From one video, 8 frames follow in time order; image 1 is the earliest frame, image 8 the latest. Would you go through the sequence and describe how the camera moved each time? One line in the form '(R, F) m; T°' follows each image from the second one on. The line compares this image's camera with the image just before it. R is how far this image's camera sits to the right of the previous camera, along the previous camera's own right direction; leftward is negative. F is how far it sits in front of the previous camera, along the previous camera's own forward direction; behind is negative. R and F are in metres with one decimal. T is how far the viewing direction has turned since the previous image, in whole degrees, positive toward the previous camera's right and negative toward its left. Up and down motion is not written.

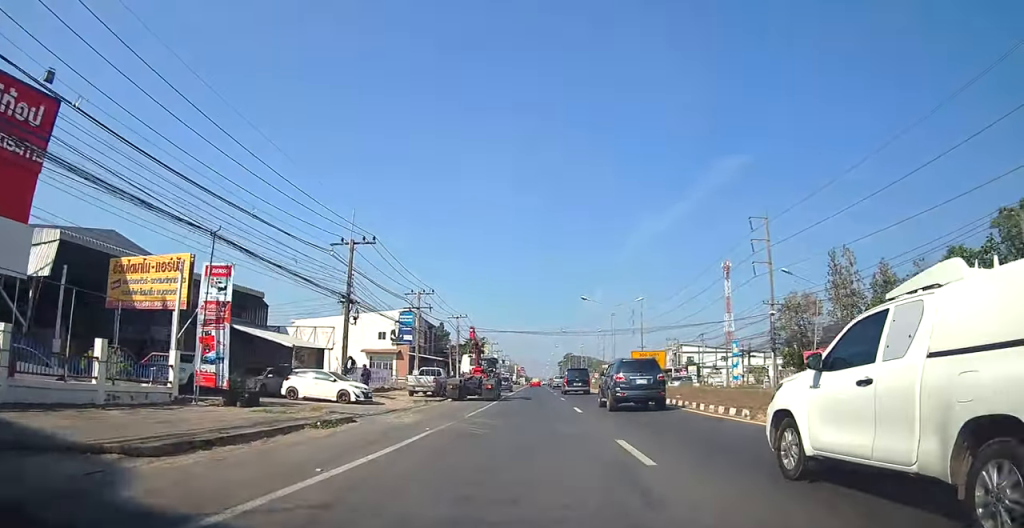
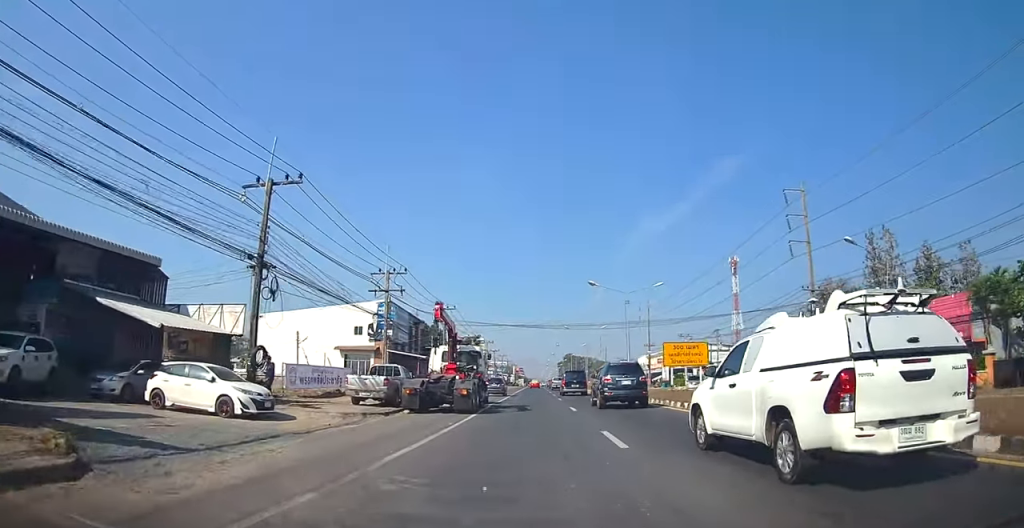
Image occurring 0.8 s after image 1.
(+0.1, +10.1) m; 0°
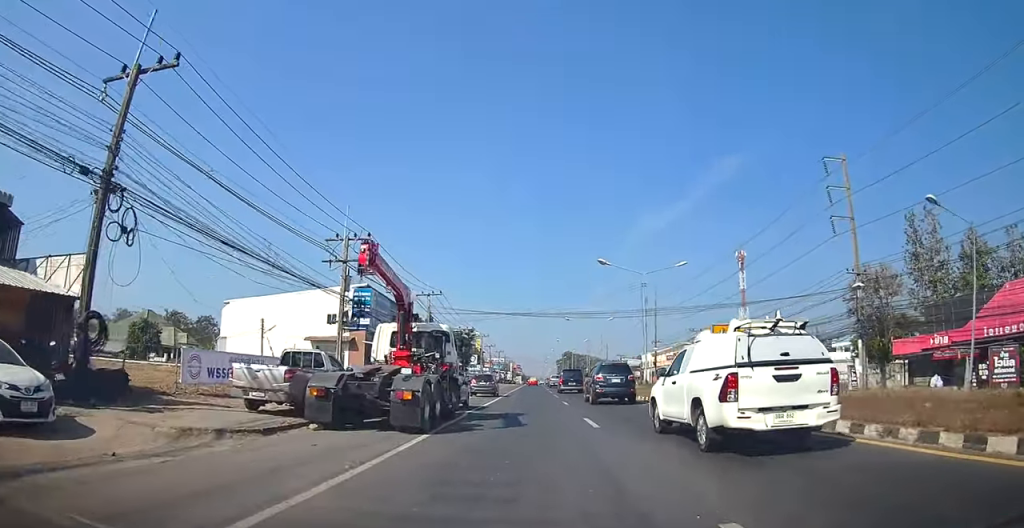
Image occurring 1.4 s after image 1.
(0.0, +8.5) m; 0°
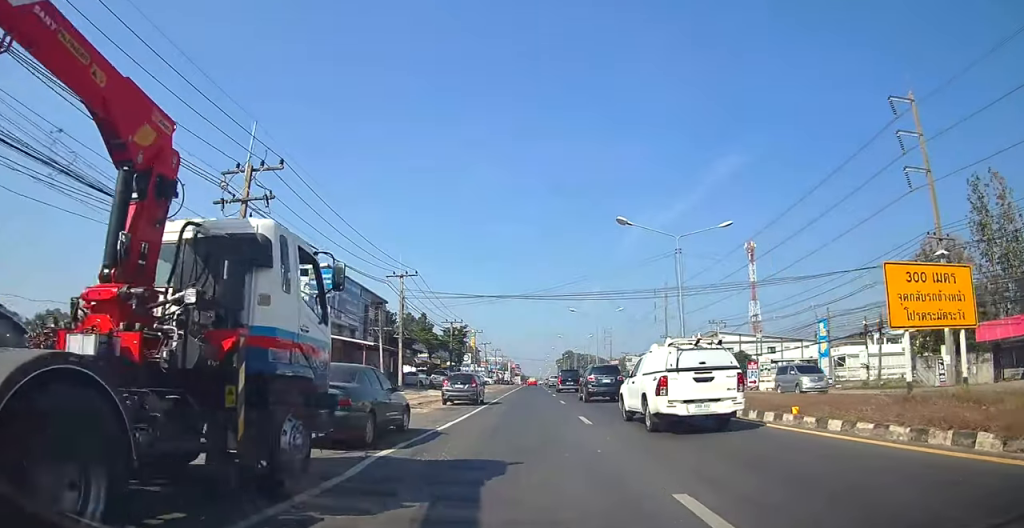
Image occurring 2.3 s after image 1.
(0.0, +11.1) m; 0°
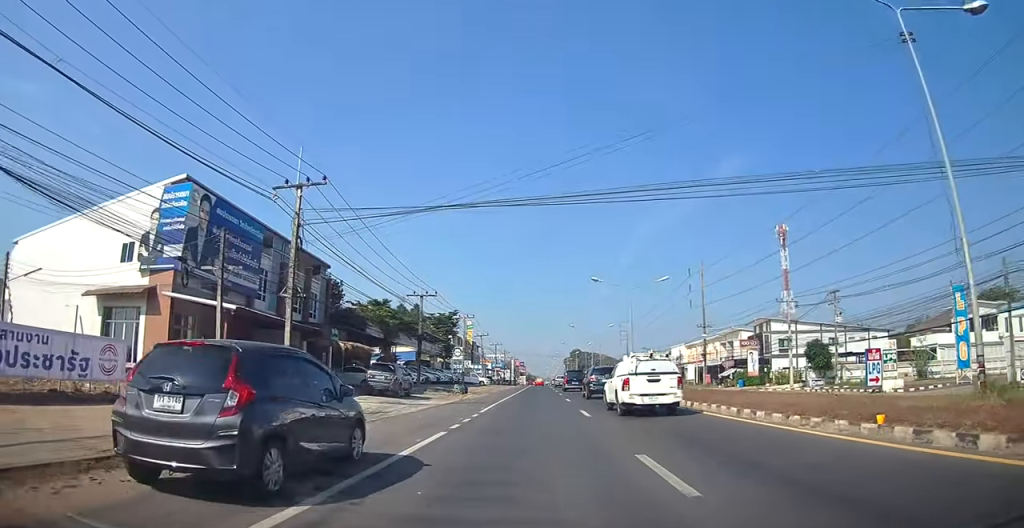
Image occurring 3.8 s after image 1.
(-0.1, +21.1) m; 0°
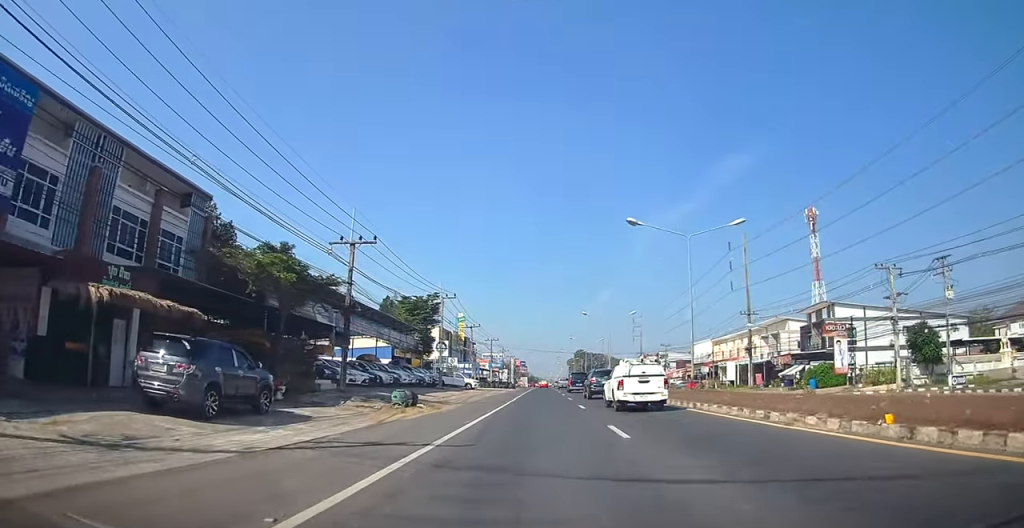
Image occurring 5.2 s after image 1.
(0.0, +18.4) m; 0°
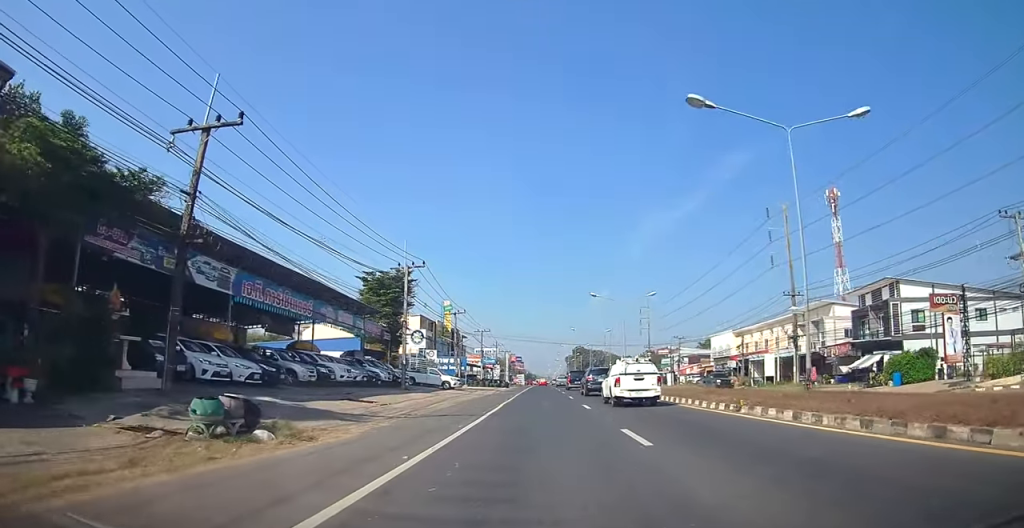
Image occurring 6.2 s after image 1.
(-0.1, +13.3) m; 0°
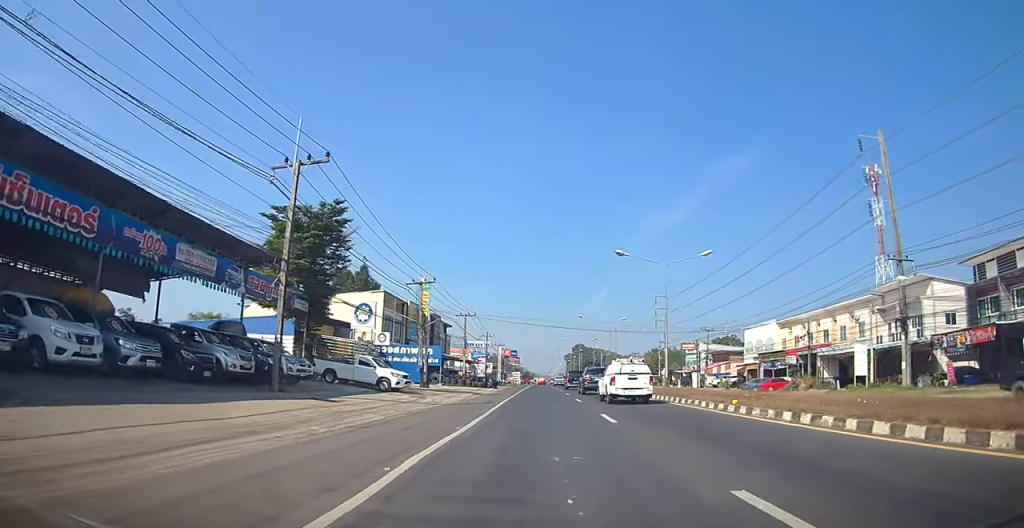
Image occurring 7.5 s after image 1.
(+0.1, +18.4) m; 0°
